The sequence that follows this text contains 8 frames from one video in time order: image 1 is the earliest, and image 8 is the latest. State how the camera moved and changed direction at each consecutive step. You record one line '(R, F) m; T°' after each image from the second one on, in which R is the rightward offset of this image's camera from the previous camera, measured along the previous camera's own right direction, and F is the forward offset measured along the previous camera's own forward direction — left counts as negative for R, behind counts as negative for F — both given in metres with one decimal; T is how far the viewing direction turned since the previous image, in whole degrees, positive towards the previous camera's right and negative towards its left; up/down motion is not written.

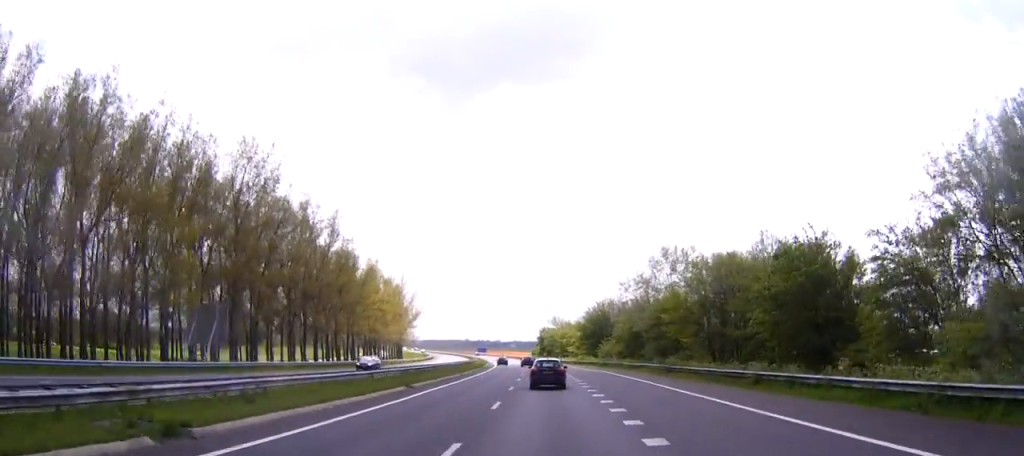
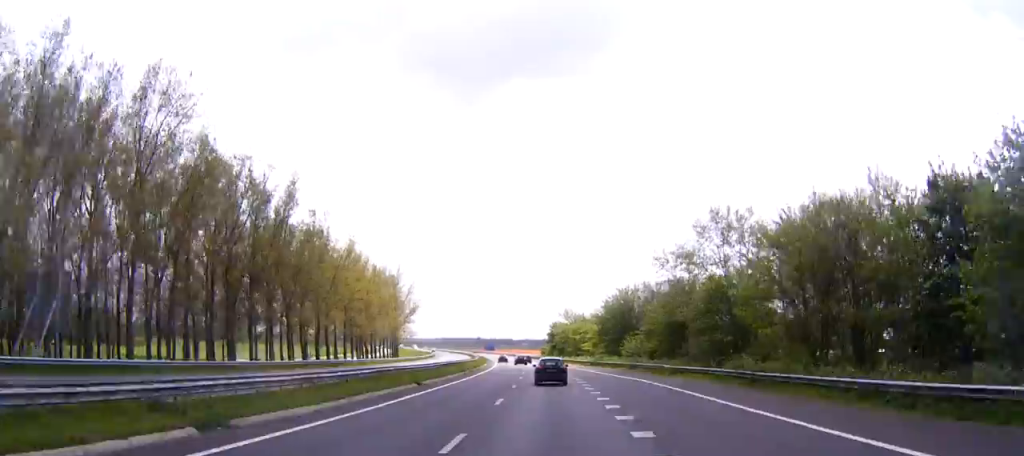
(-0.2, +22.7) m; -1°
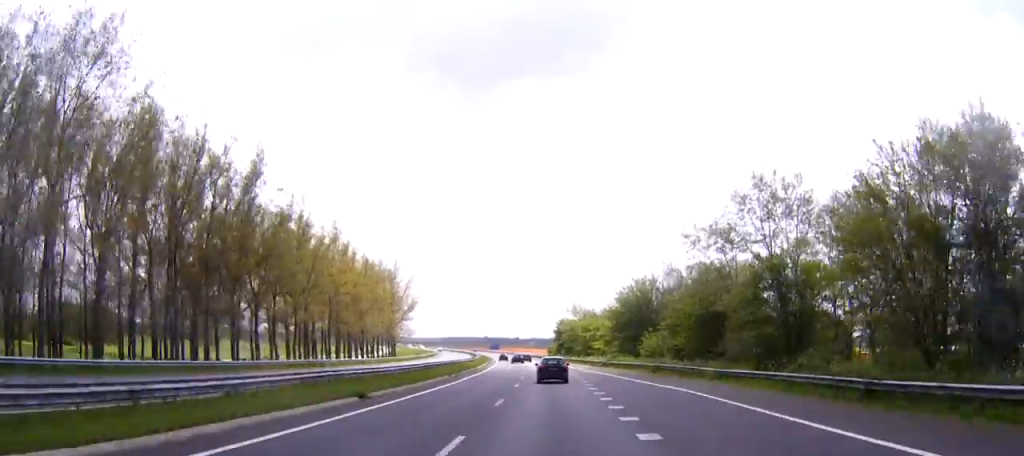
(0.0, +12.8) m; -1°
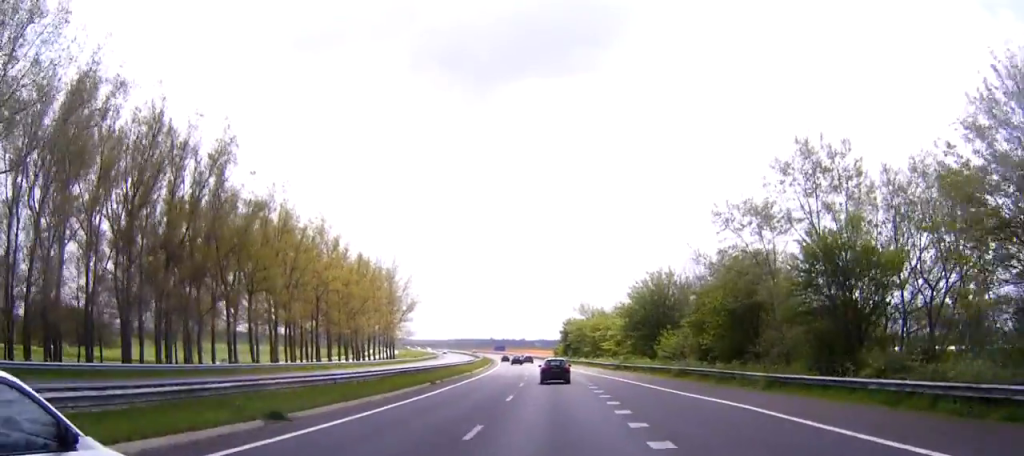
(-0.1, +9.2) m; -1°
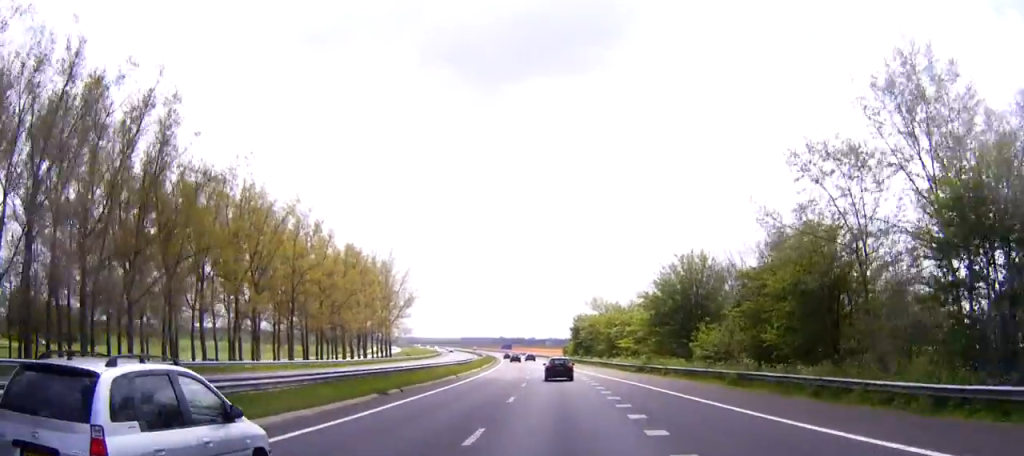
(0.0, +14.3) m; -1°
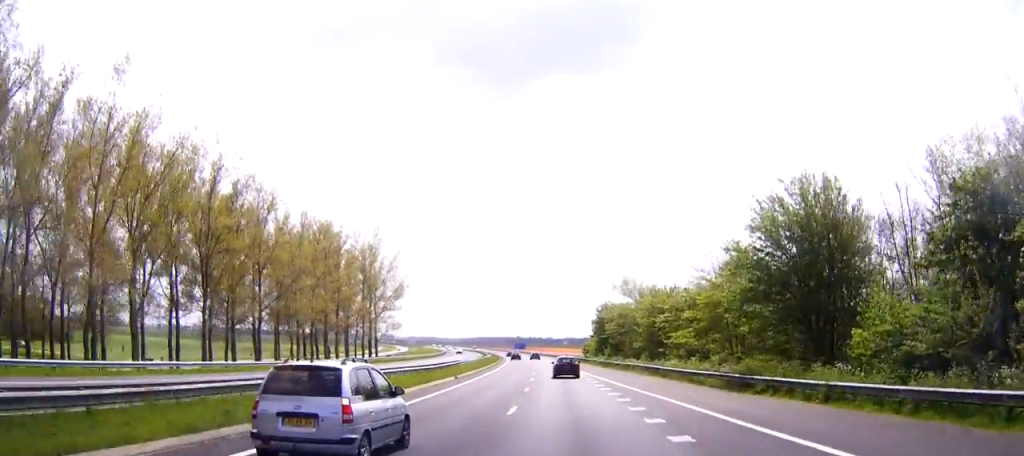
(-0.5, +29.2) m; -1°
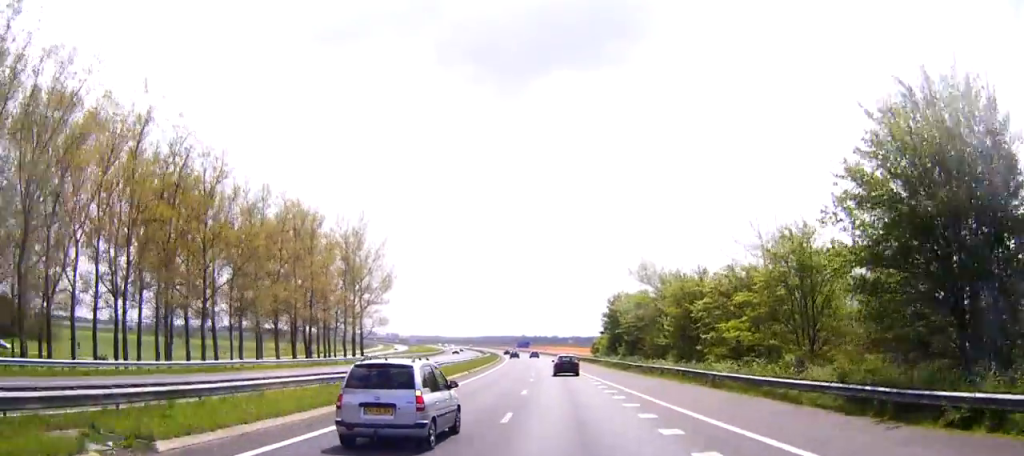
(0.0, +14.9) m; 0°
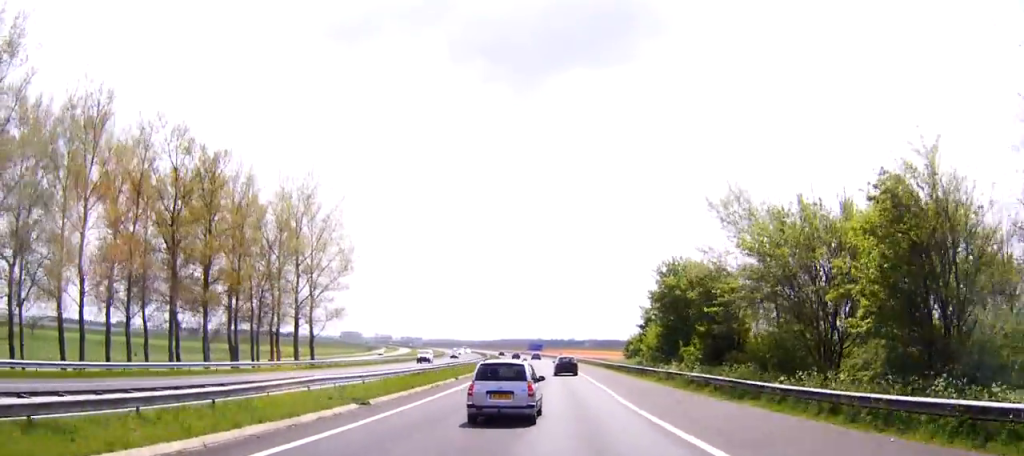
(-0.4, +35.8) m; -2°
